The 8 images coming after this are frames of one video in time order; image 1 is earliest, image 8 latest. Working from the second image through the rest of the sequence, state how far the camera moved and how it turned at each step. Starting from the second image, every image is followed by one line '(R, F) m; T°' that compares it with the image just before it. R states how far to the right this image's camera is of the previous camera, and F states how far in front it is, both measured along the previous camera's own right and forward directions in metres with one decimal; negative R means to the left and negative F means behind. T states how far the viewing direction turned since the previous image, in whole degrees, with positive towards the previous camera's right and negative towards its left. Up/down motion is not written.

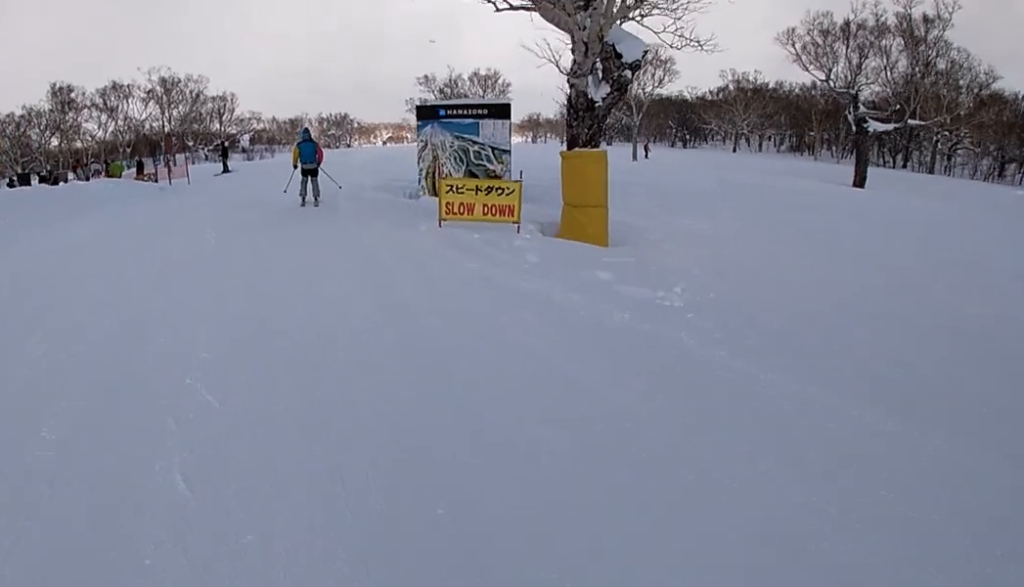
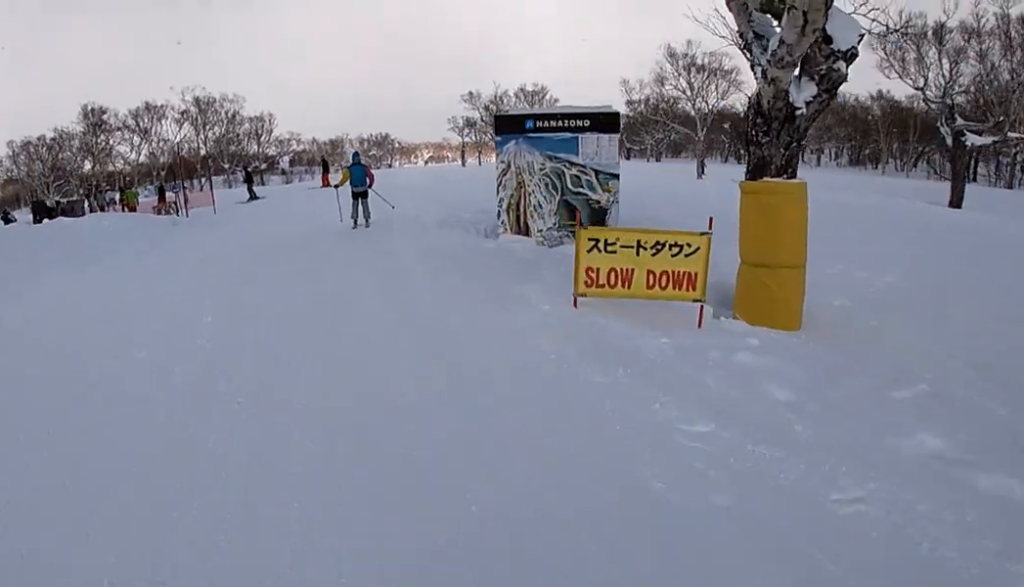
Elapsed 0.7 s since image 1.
(0.0, +4.3) m; 0°
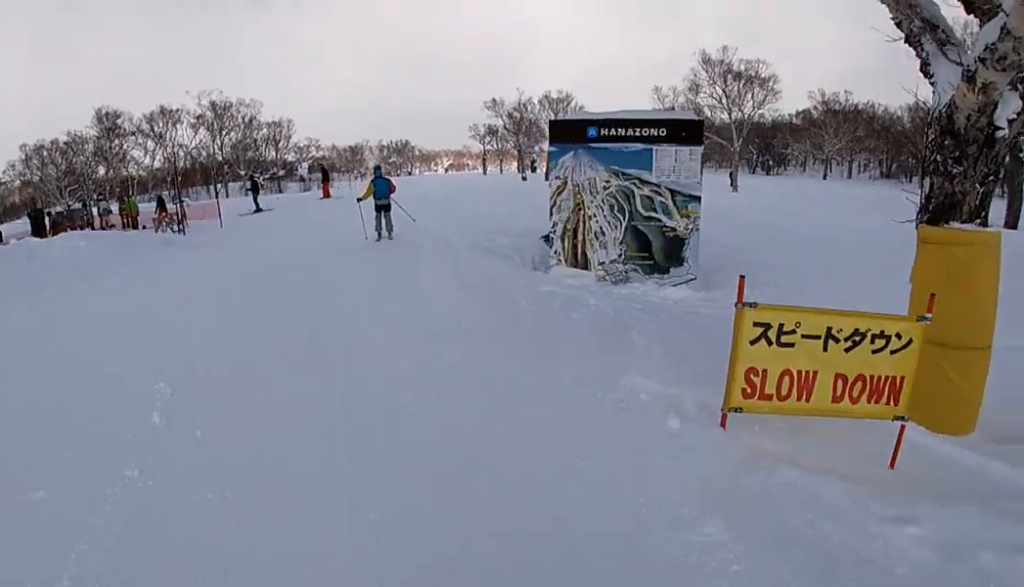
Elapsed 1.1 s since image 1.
(0.0, +2.6) m; +1°
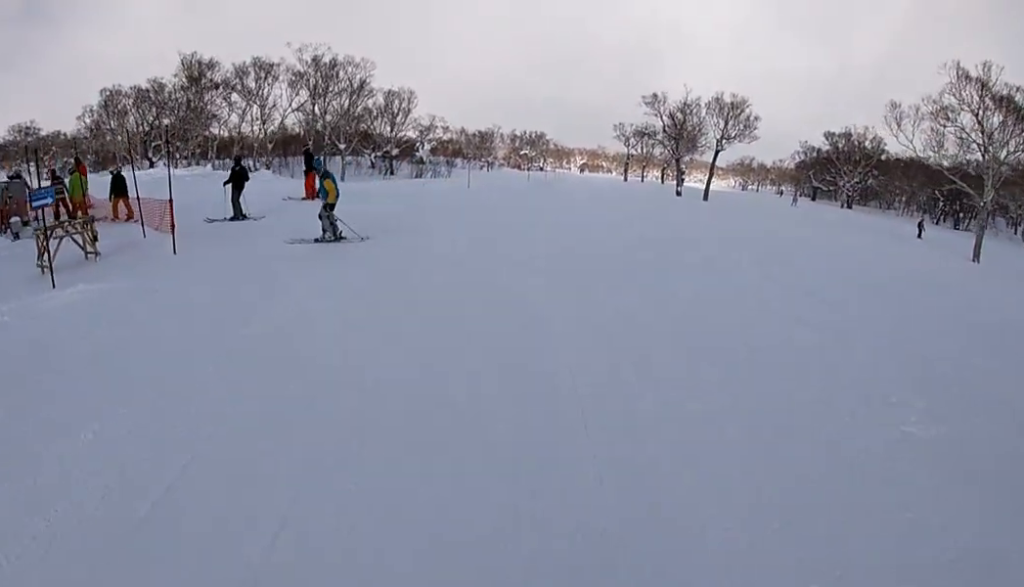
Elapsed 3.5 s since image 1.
(+0.8, +13.3) m; -2°
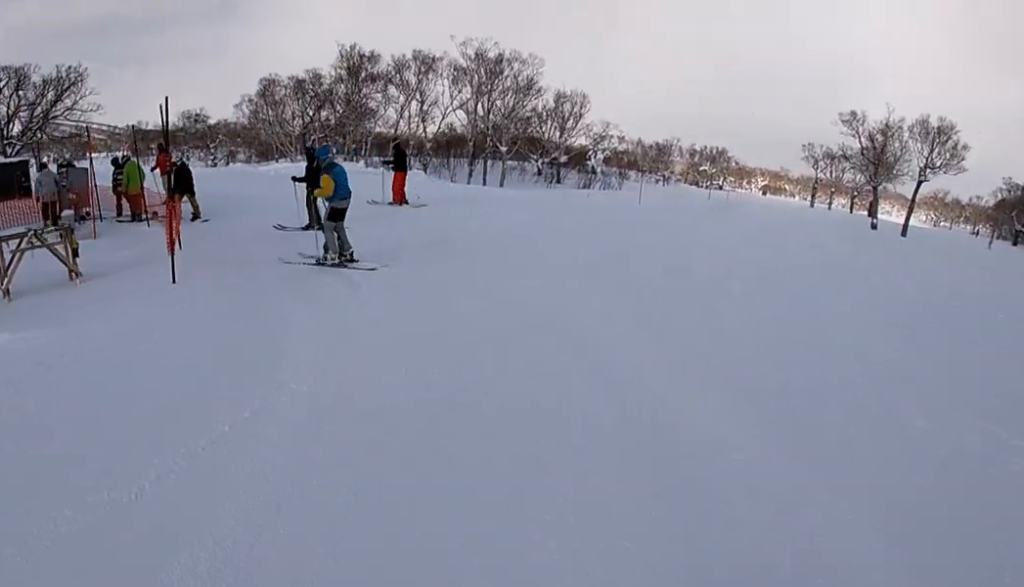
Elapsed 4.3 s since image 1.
(-0.4, +4.3) m; -5°
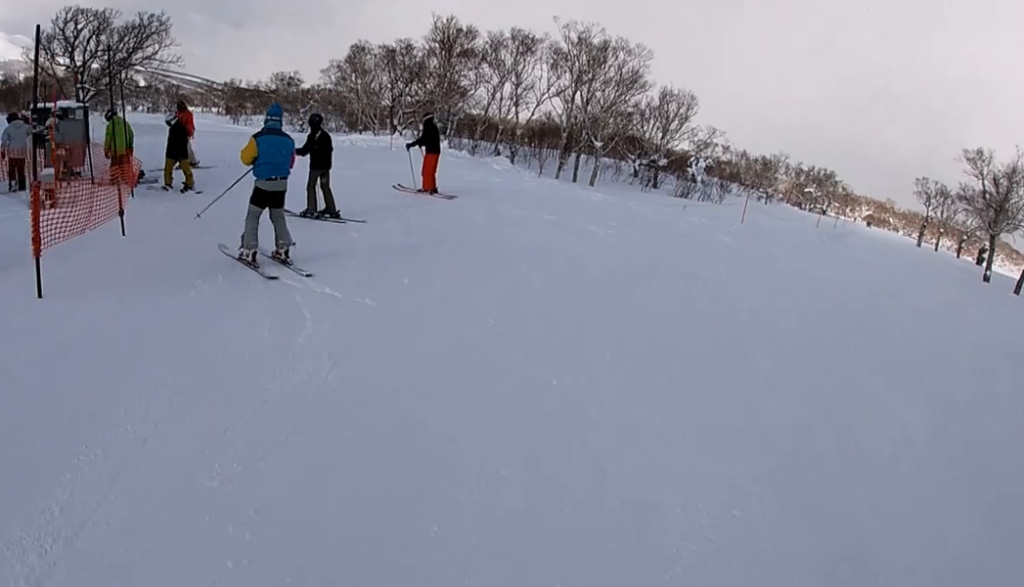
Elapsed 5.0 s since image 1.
(-0.3, +3.1) m; -1°
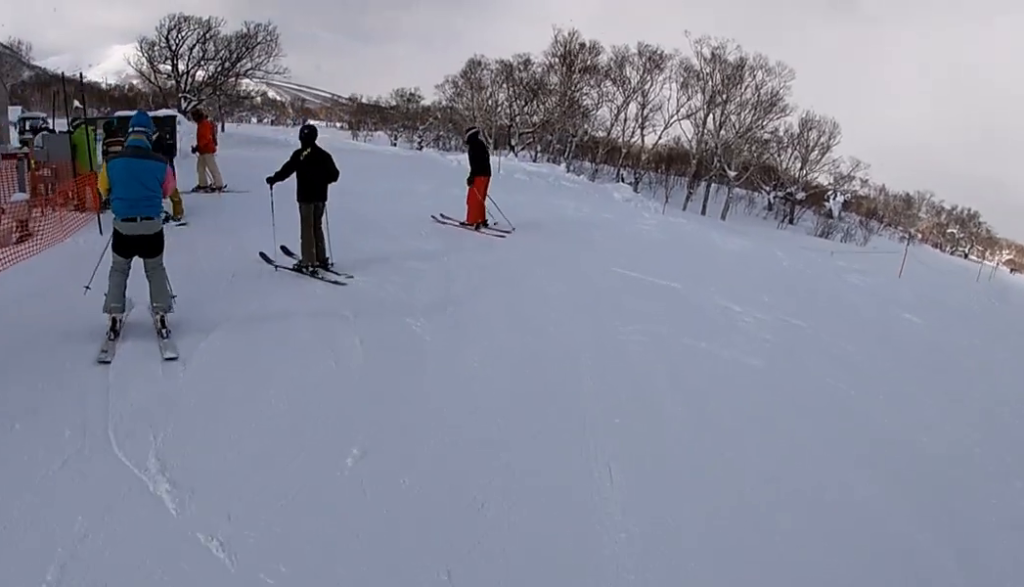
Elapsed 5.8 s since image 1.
(+0.5, +4.1) m; -15°
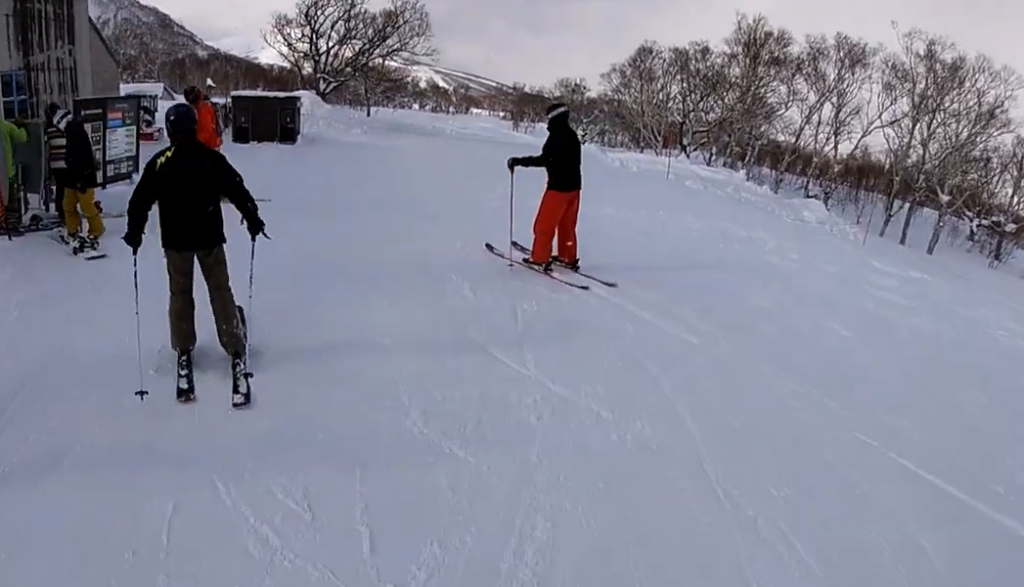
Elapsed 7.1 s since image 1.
(-2.0, +4.7) m; -19°
